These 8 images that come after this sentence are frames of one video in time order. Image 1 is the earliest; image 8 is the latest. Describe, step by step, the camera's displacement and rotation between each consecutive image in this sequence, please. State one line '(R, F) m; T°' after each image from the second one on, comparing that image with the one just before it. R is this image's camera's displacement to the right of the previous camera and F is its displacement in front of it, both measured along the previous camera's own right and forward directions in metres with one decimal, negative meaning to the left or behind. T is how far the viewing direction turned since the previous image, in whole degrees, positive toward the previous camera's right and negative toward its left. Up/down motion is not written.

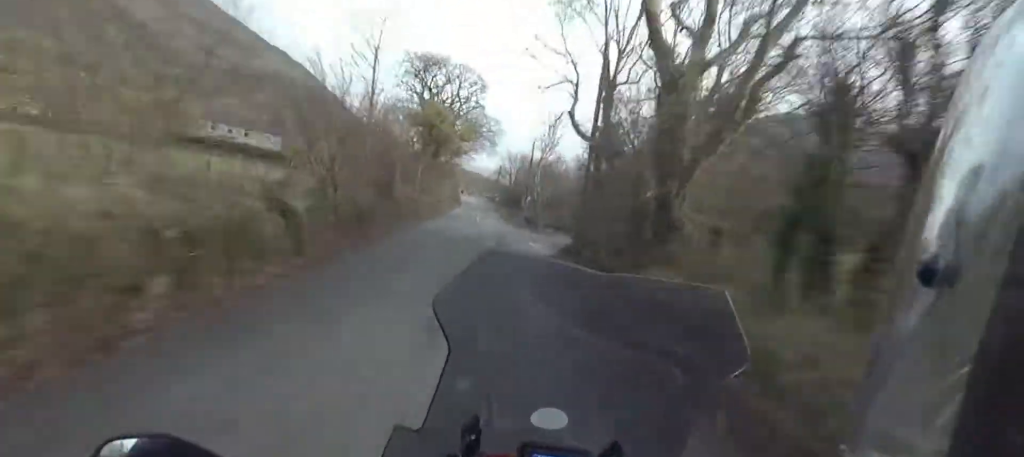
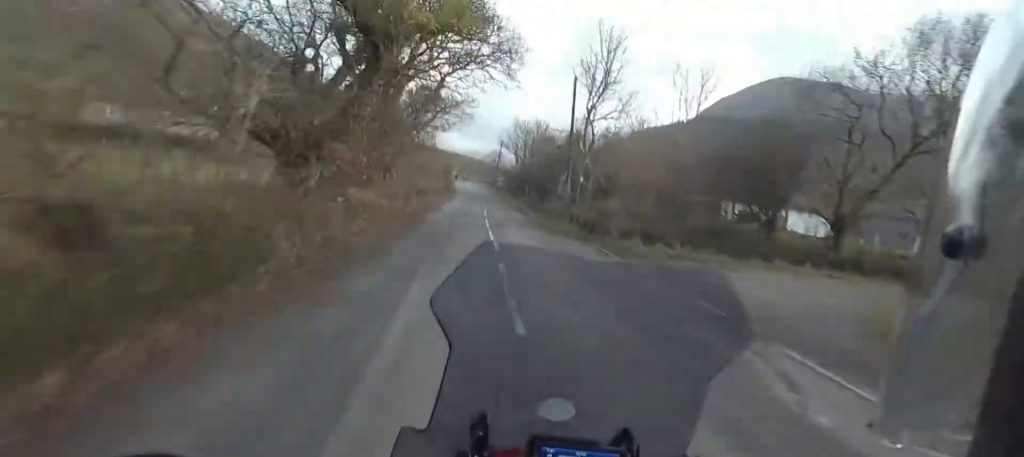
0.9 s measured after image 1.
(-0.4, +24.4) m; 0°
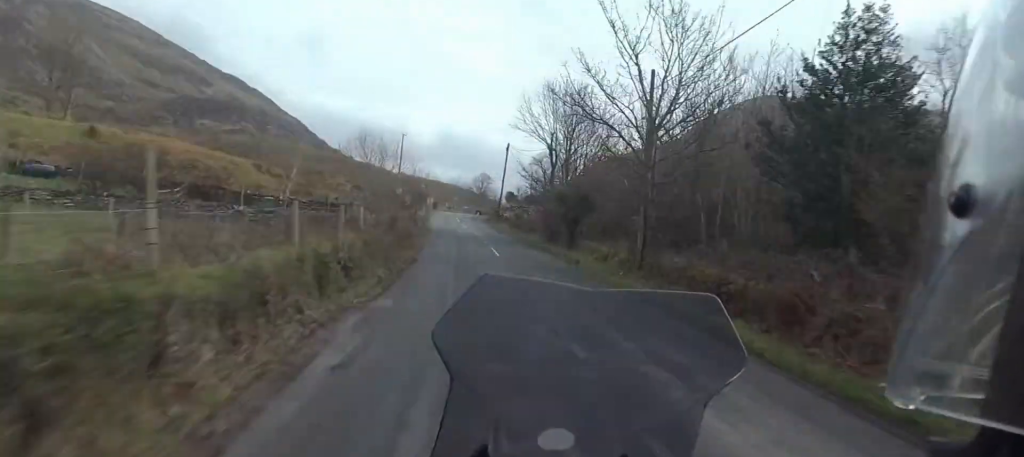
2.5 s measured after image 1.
(+1.7, +42.1) m; +3°
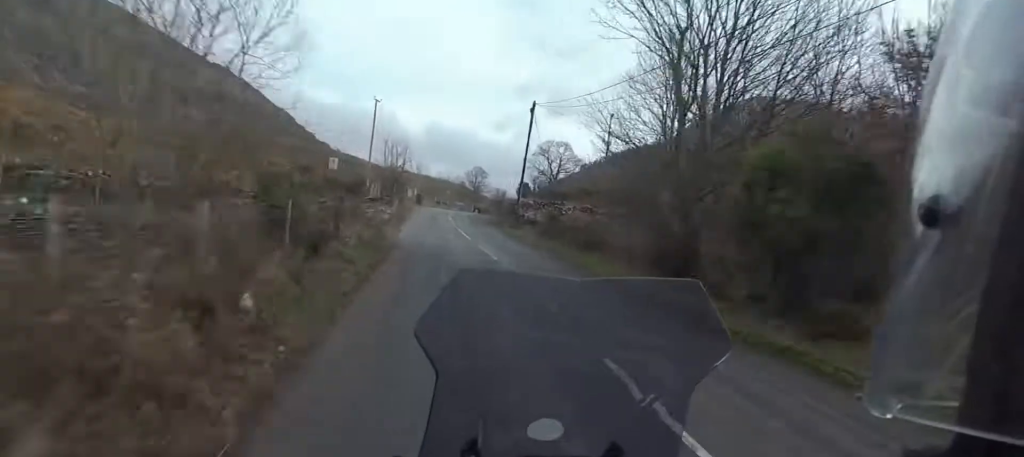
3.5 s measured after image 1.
(+0.1, +23.4) m; 0°
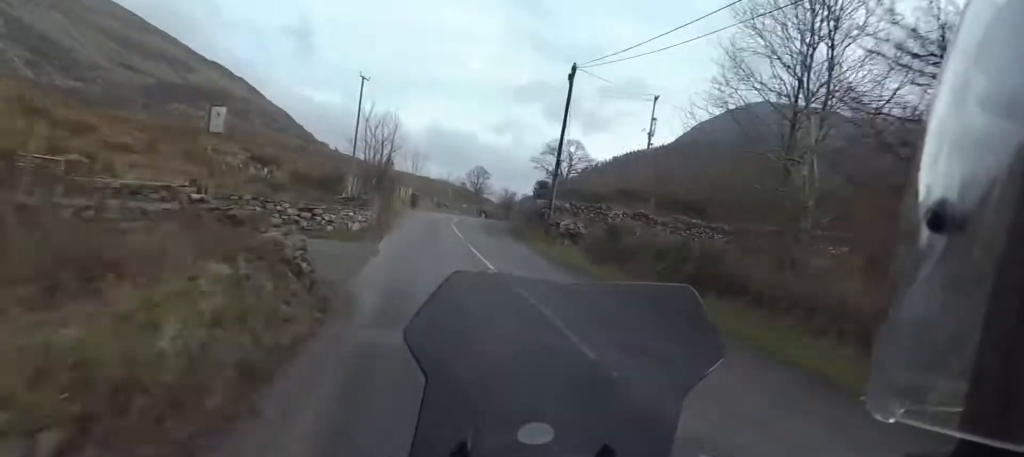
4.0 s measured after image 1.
(-0.1, +11.7) m; 0°
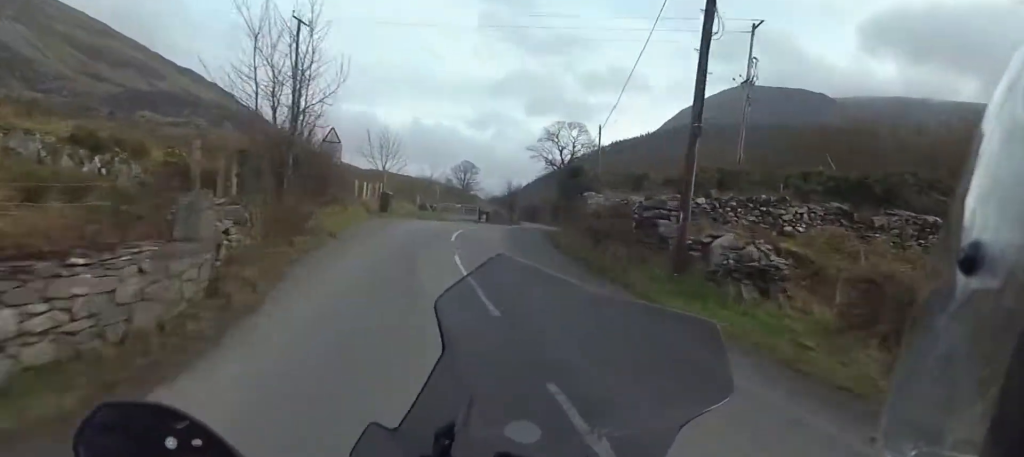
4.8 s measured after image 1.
(-0.2, +17.2) m; +4°
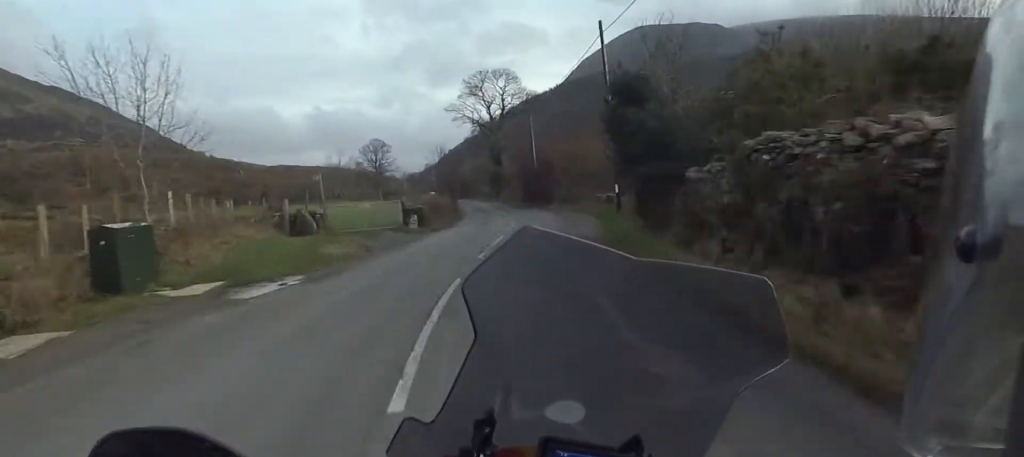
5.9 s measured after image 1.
(+1.9, +21.8) m; +6°
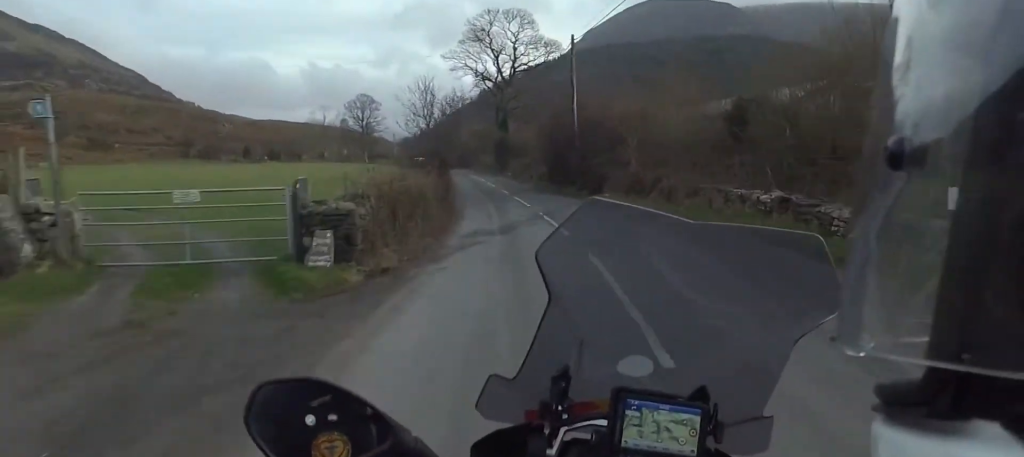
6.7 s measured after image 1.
(+0.1, +17.6) m; 0°
